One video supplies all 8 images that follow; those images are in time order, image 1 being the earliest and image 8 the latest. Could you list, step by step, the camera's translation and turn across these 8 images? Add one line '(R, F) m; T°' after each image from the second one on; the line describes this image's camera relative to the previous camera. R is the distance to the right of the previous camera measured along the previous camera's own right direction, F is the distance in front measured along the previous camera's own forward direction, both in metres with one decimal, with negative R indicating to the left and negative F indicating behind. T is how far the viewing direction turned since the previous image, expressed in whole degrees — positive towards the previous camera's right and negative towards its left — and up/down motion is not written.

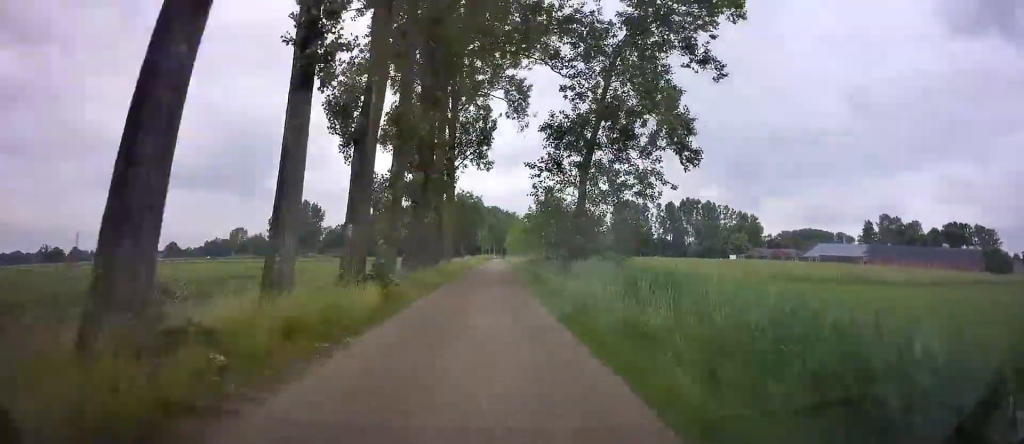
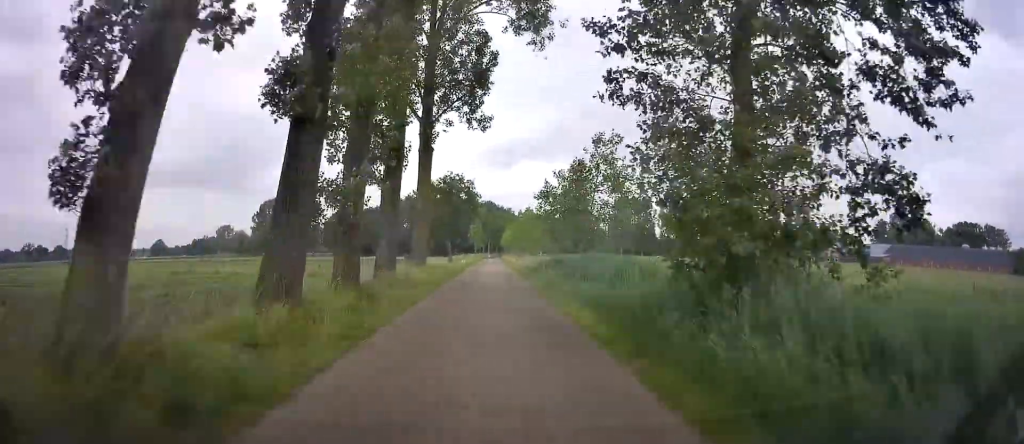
(+0.4, +16.2) m; +1°
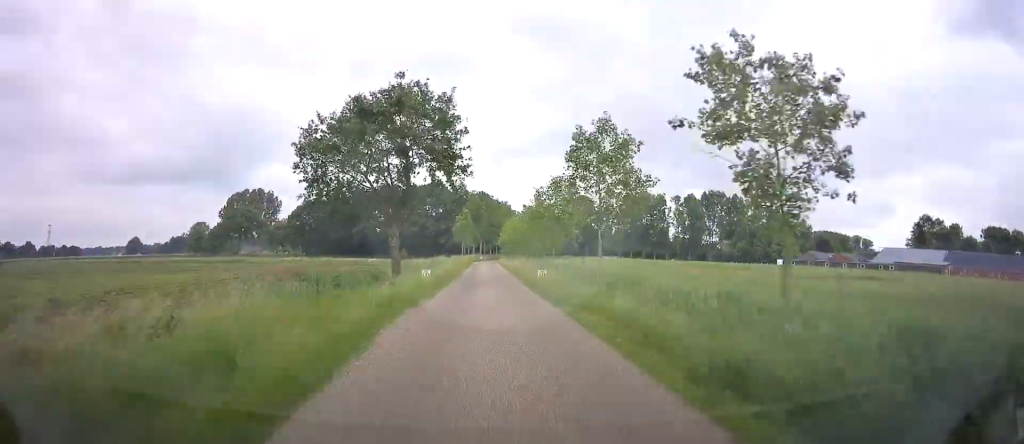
(+0.5, +32.0) m; +1°
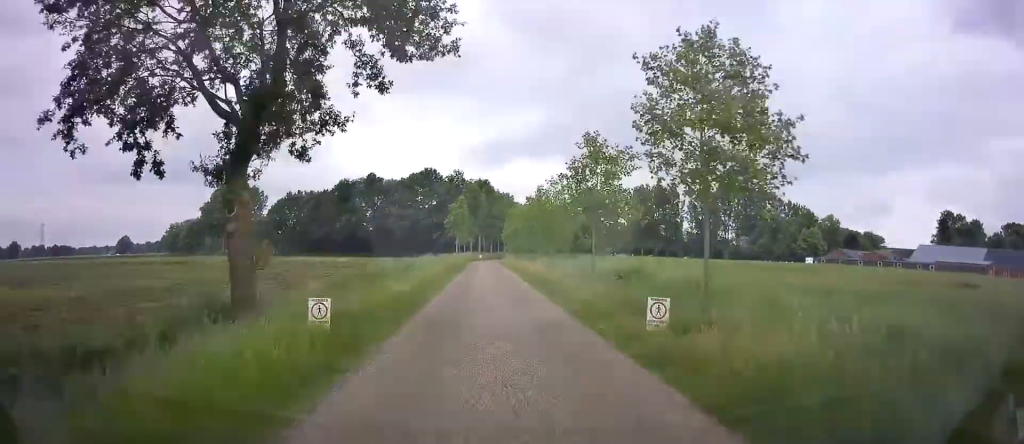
(0.0, +18.0) m; 0°
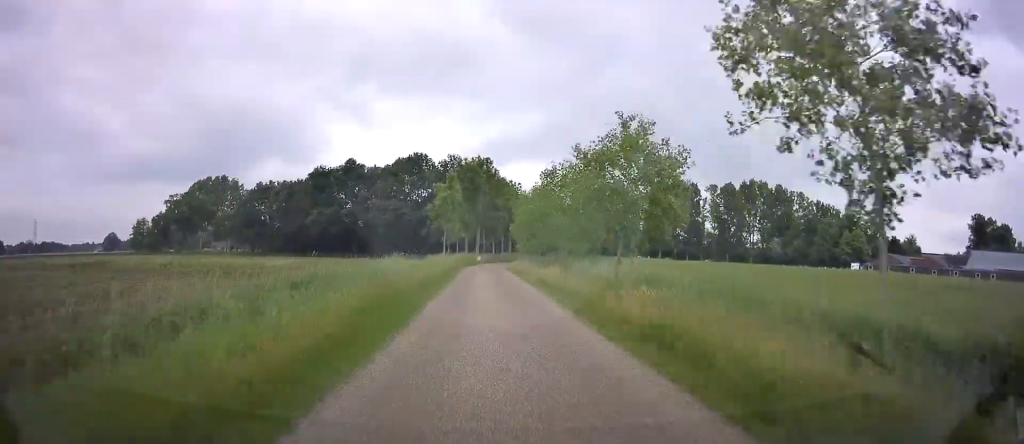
(0.0, +22.1) m; +1°
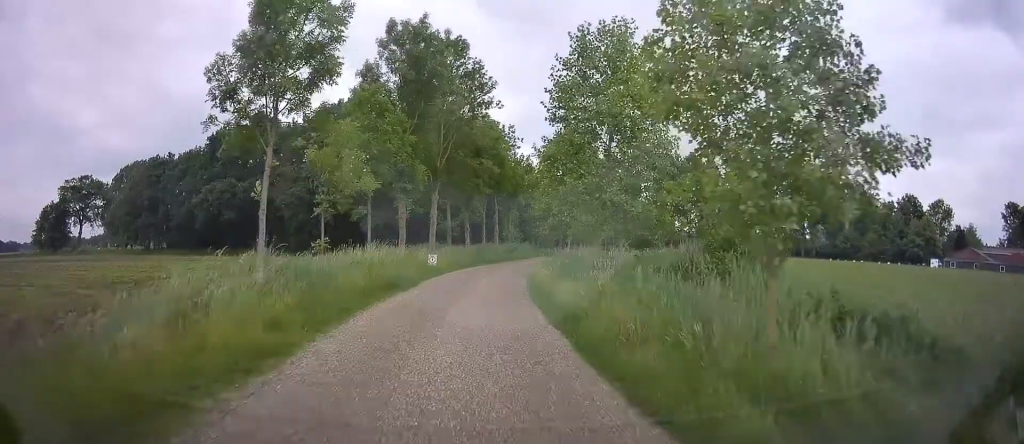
(+0.5, +40.5) m; +3°
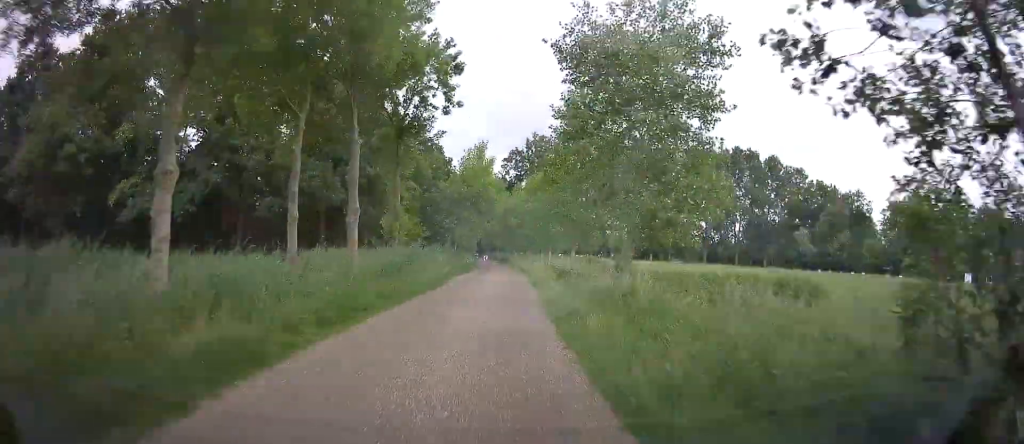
(+1.2, +33.0) m; +6°
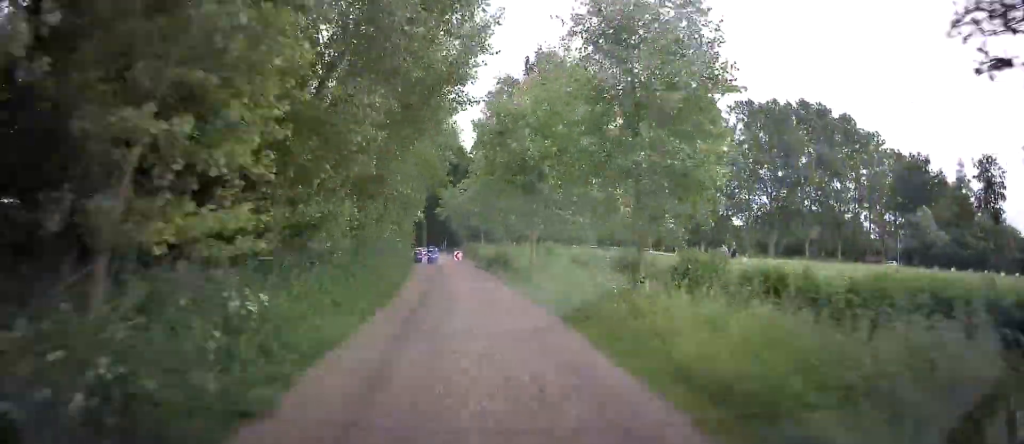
(+3.1, +41.7) m; +5°
